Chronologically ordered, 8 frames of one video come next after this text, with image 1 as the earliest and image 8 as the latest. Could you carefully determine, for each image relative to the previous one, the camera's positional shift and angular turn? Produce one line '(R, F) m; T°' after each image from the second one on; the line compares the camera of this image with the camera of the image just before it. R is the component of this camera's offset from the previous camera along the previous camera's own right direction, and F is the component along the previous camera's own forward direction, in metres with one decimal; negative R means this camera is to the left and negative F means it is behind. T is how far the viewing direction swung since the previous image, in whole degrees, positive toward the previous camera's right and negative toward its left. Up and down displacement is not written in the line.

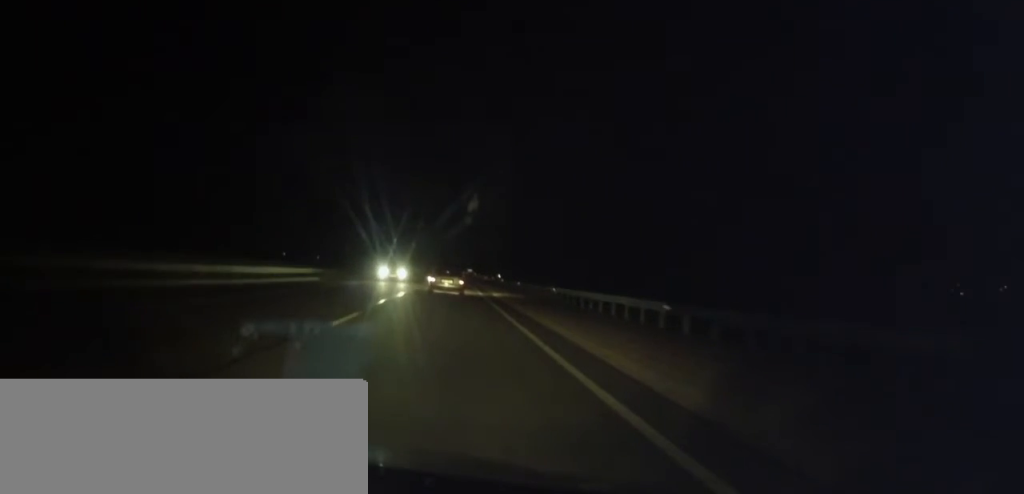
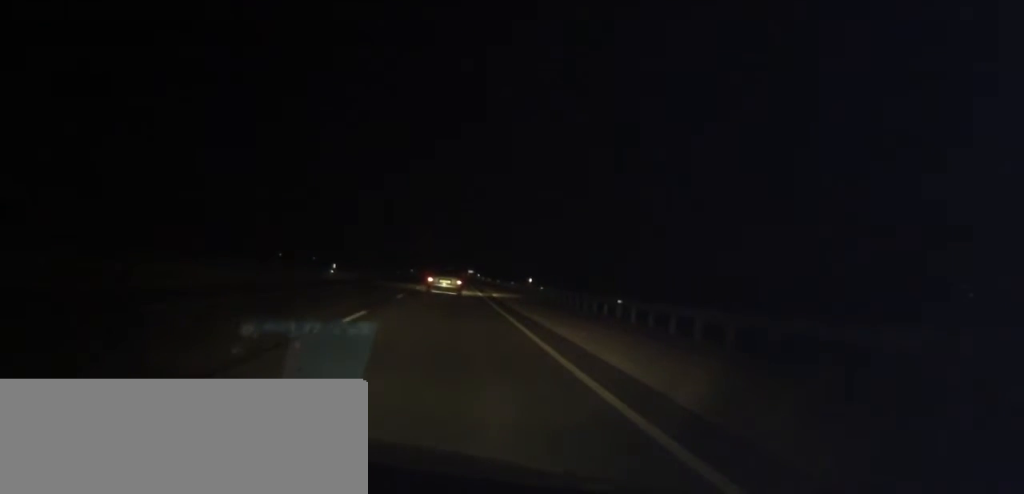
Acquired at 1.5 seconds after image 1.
(0.0, +34.8) m; 0°
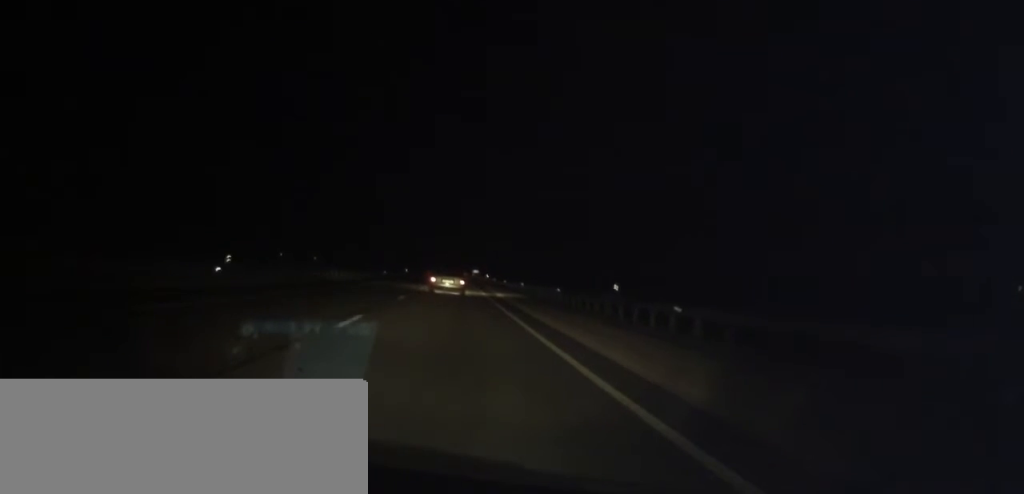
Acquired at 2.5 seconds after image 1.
(+0.1, +25.5) m; 0°
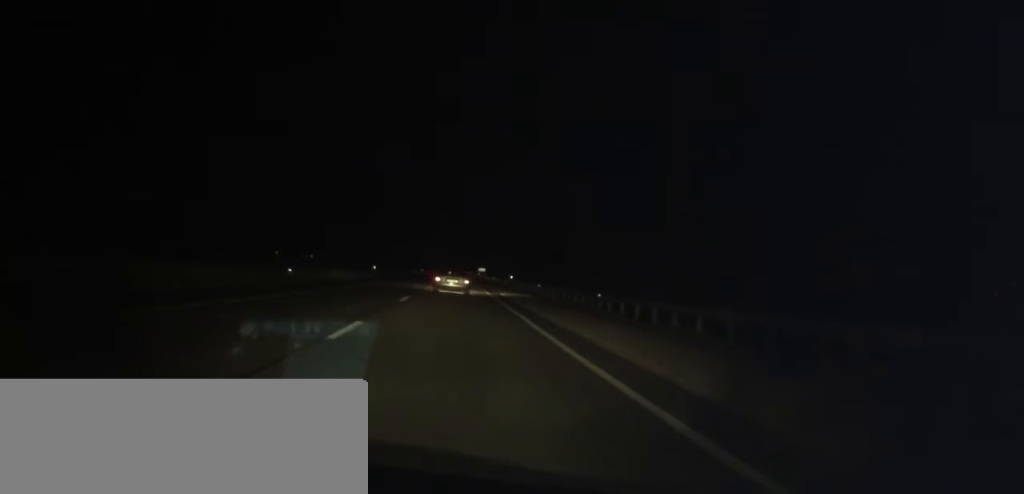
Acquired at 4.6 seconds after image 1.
(0.0, +50.3) m; -1°
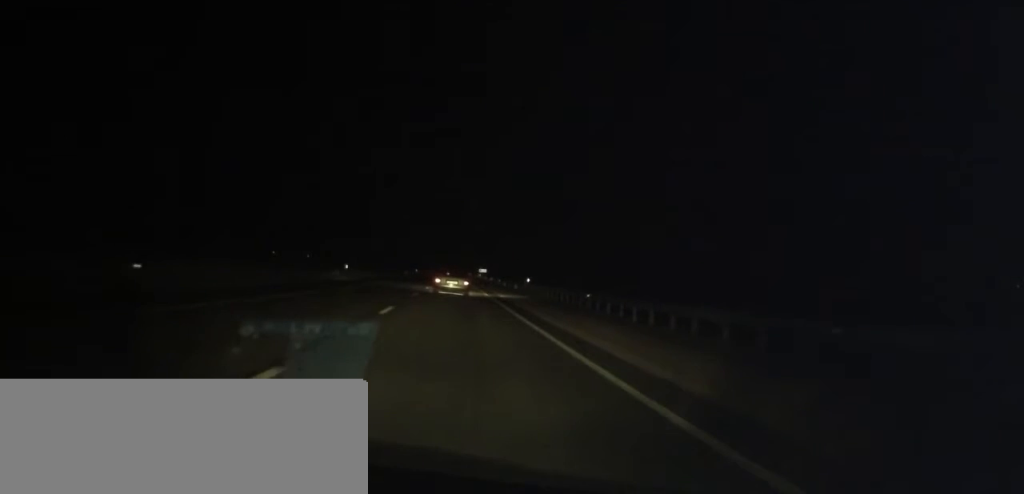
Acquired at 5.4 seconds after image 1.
(0.0, +18.2) m; 0°
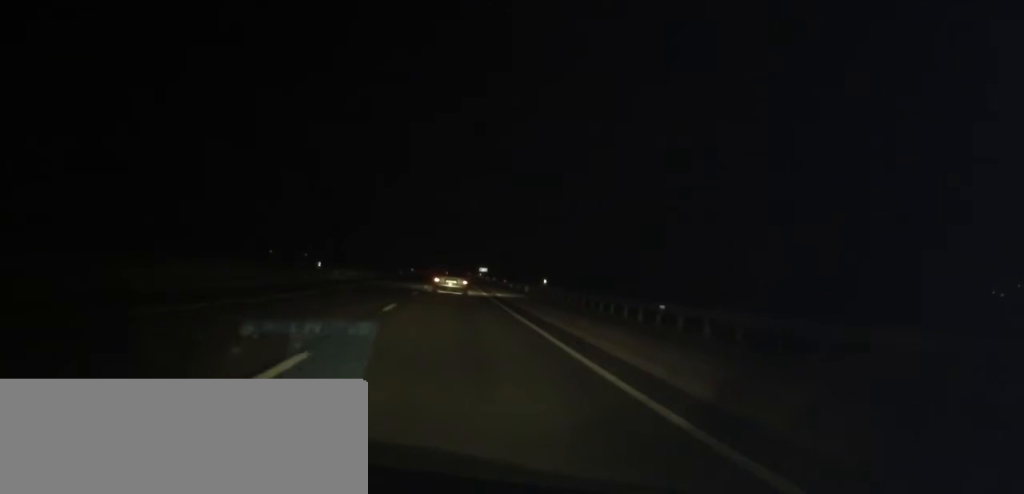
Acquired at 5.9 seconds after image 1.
(0.0, +11.1) m; 0°
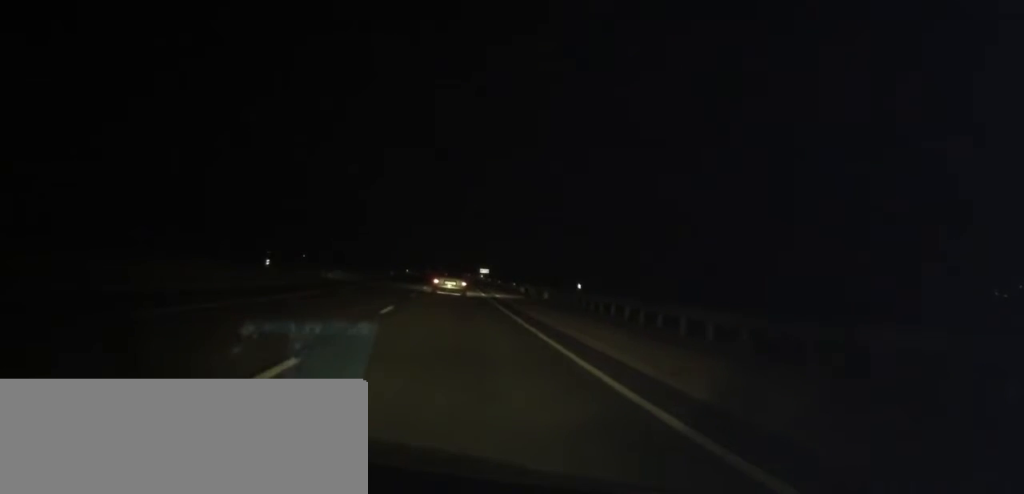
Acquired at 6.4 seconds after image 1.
(0.0, +12.6) m; 0°
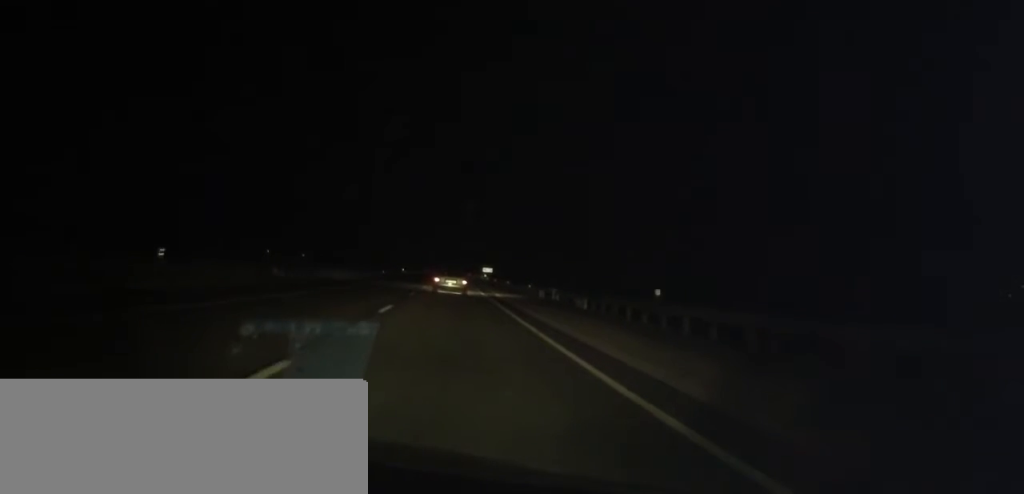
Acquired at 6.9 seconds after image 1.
(0.0, +12.5) m; 0°
